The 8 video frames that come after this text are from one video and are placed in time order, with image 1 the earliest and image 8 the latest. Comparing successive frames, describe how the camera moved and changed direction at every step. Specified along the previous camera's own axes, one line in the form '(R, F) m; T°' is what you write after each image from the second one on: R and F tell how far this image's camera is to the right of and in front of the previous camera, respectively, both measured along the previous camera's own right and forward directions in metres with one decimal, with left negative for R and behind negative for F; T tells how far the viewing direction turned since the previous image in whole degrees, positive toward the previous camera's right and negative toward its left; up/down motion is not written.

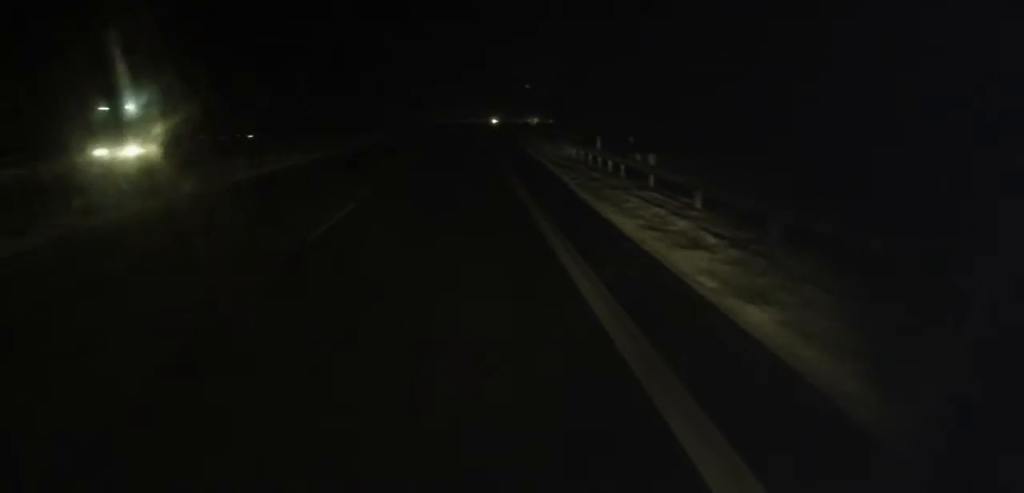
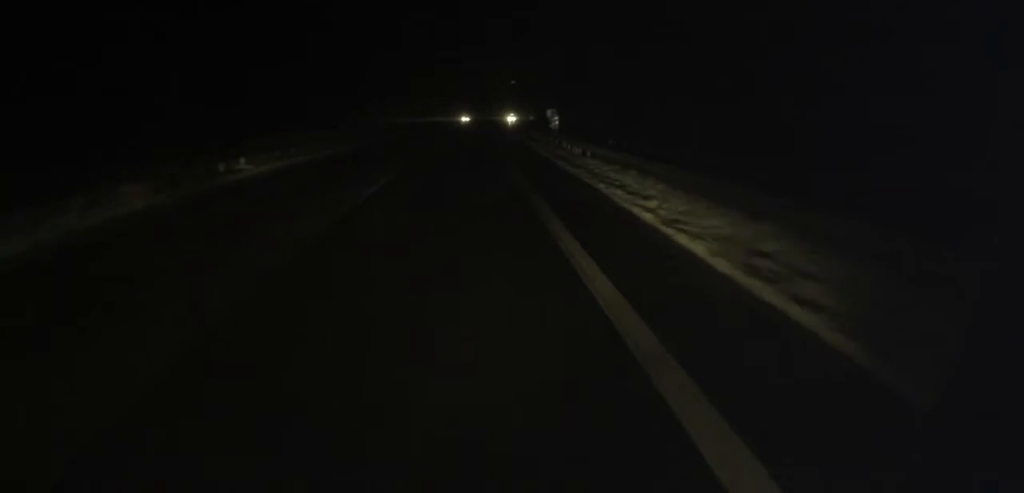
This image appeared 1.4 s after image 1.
(+0.8, +31.2) m; +2°
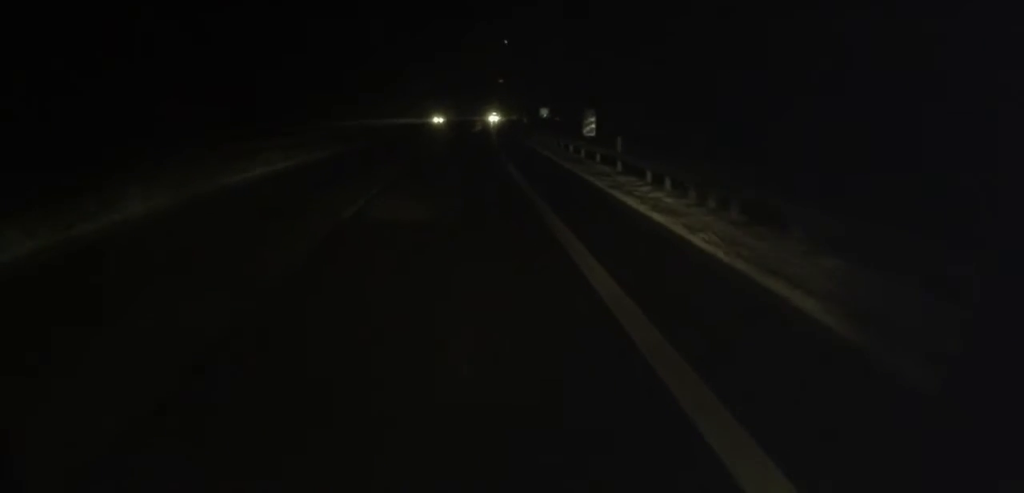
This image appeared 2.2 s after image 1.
(+0.2, +19.1) m; +2°
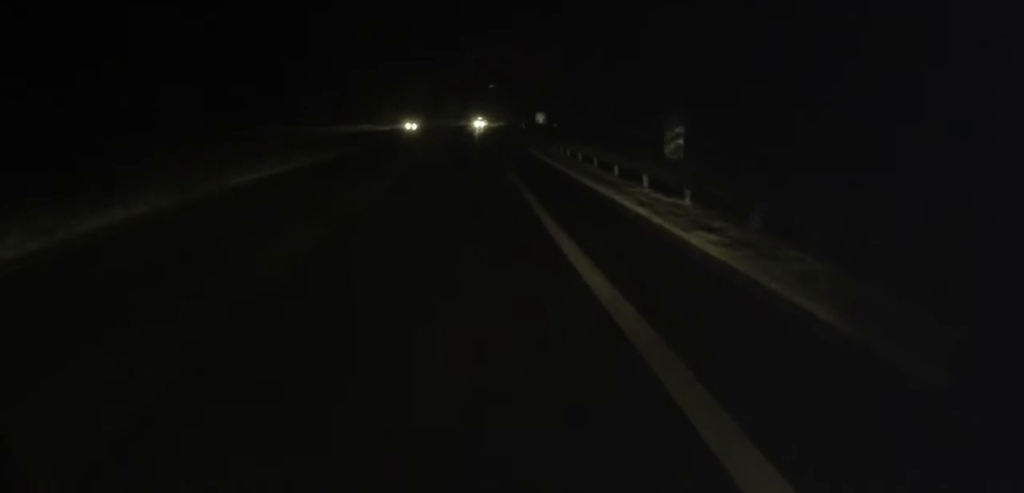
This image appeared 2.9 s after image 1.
(+0.1, +15.3) m; +2°
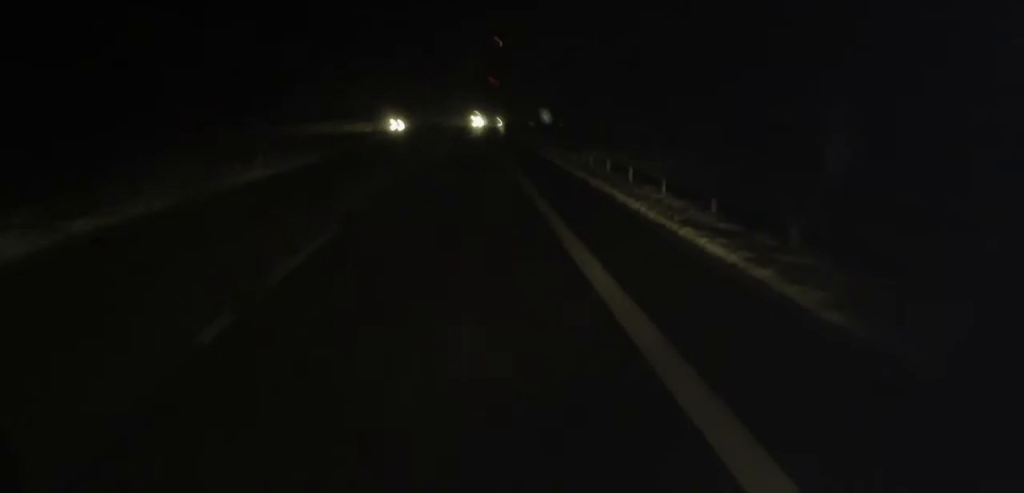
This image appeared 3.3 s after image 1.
(+0.2, +9.3) m; +1°
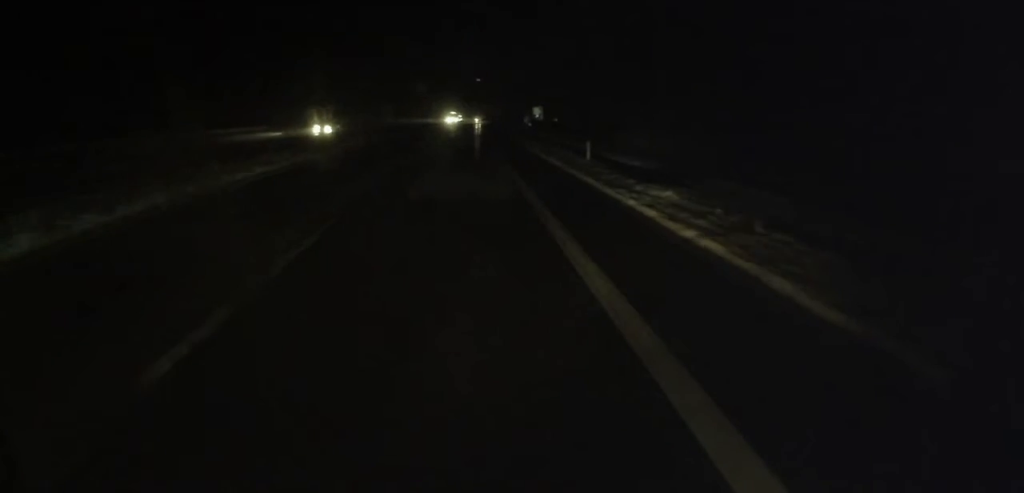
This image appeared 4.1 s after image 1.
(+0.2, +18.6) m; +1°
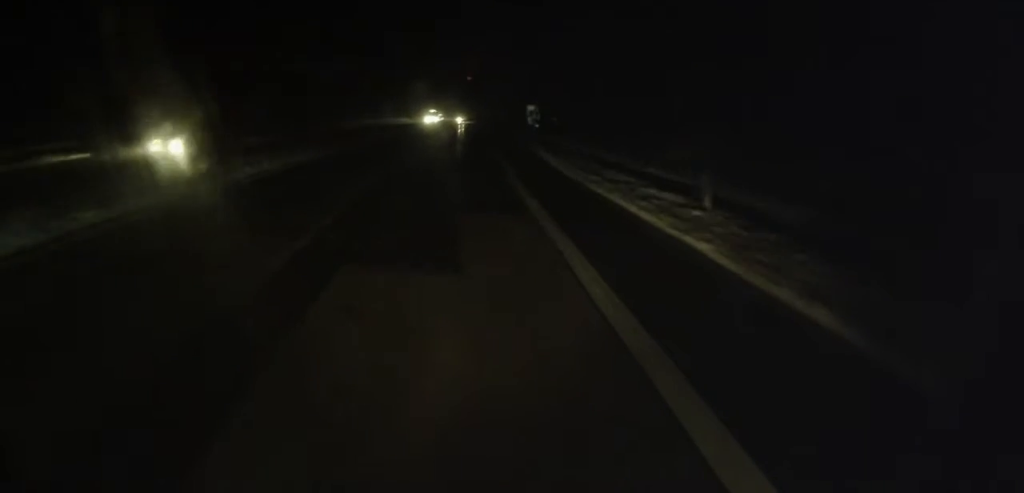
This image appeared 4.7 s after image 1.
(-0.1, +15.5) m; 0°
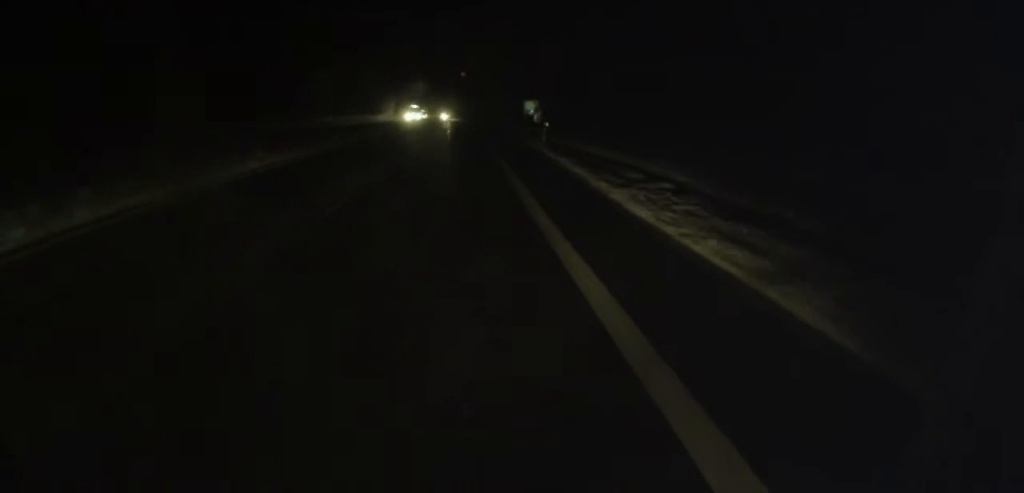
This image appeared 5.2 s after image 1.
(0.0, +11.7) m; 0°
